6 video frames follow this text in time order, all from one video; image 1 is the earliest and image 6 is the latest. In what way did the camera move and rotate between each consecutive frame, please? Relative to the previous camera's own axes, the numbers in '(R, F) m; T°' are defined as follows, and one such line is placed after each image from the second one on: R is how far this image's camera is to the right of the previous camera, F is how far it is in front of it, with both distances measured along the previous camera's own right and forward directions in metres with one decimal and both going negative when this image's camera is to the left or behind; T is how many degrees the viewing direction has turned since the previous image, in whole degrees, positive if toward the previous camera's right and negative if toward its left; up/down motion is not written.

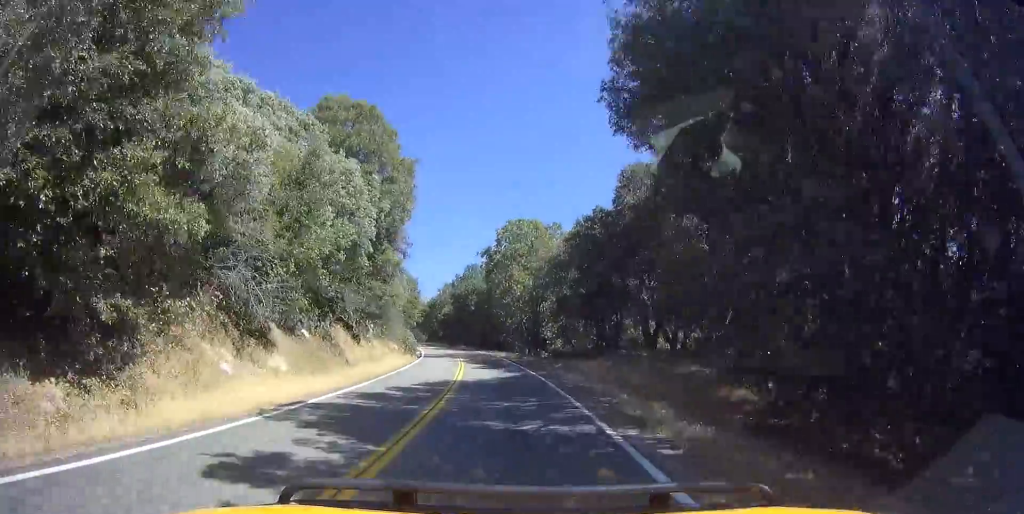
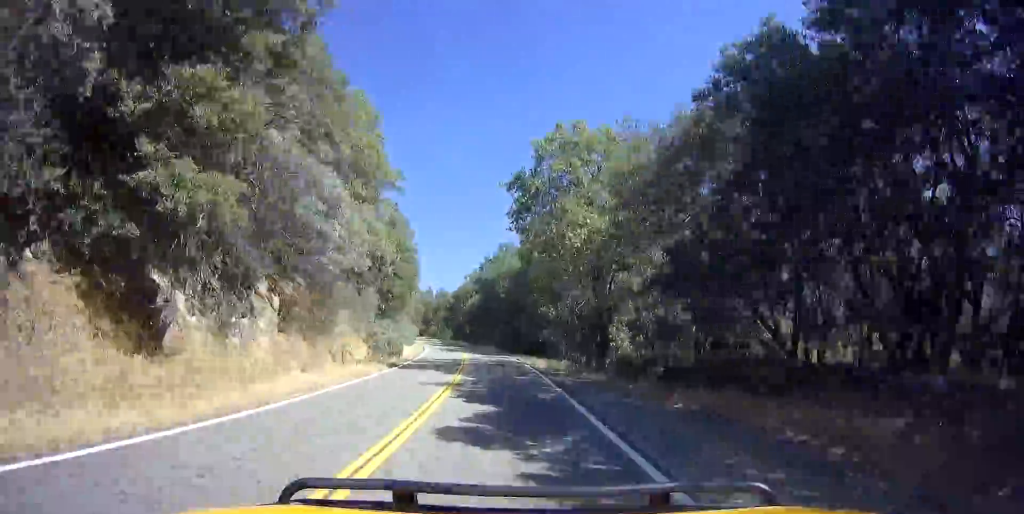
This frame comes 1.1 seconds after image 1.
(-0.2, +21.6) m; 0°
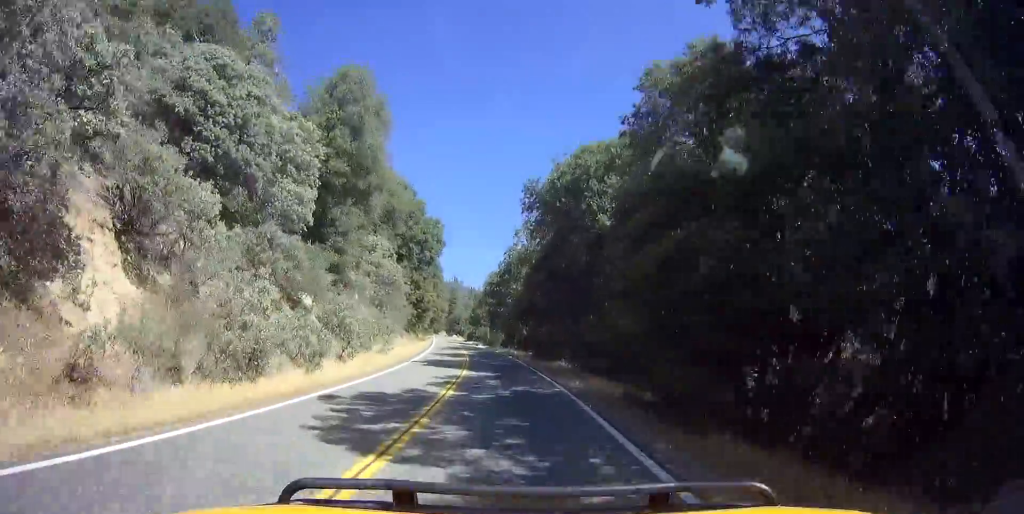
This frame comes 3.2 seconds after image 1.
(-4.4, +43.2) m; -14°
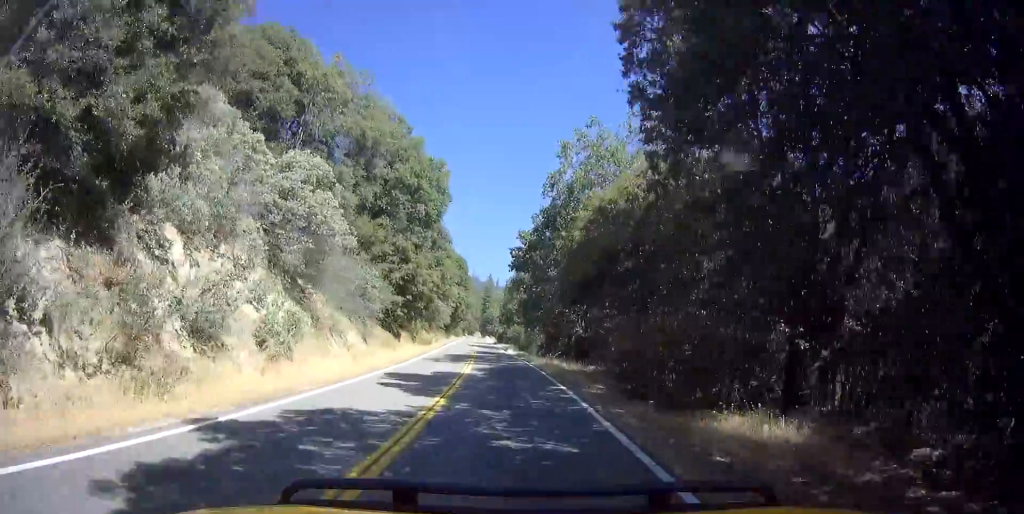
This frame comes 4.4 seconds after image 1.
(-1.3, +24.6) m; -5°
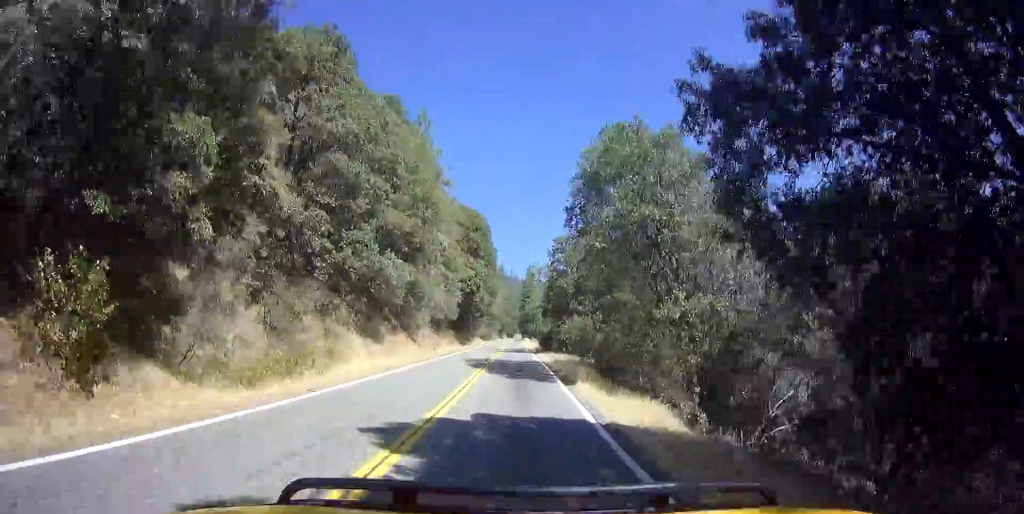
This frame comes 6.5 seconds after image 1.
(-1.6, +44.1) m; 0°
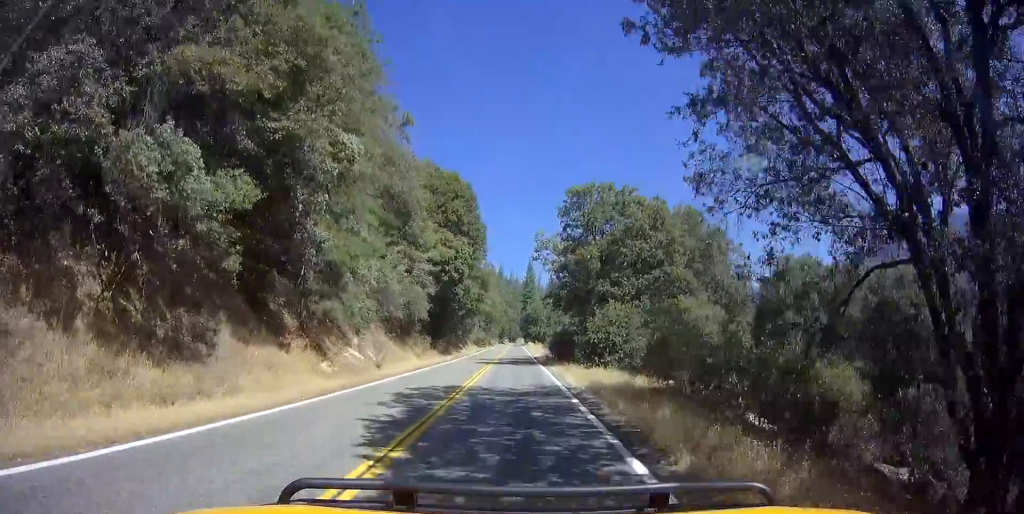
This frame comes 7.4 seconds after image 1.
(+0.6, +19.2) m; +3°
